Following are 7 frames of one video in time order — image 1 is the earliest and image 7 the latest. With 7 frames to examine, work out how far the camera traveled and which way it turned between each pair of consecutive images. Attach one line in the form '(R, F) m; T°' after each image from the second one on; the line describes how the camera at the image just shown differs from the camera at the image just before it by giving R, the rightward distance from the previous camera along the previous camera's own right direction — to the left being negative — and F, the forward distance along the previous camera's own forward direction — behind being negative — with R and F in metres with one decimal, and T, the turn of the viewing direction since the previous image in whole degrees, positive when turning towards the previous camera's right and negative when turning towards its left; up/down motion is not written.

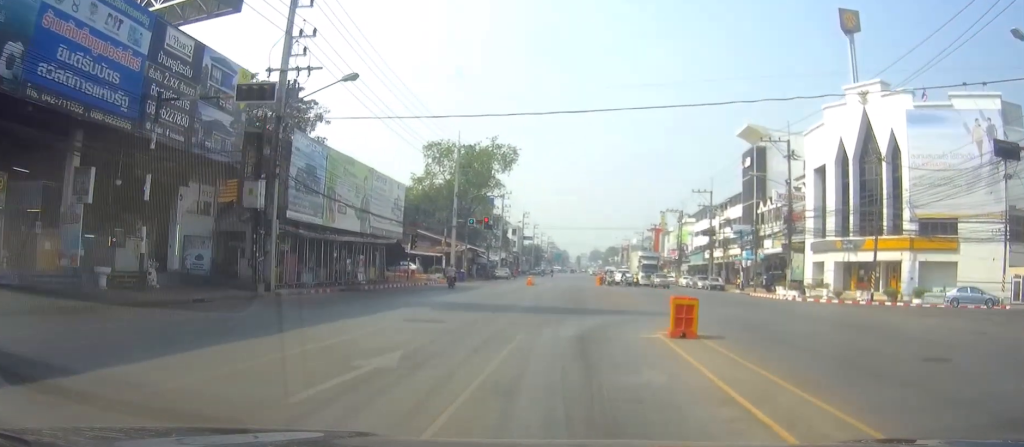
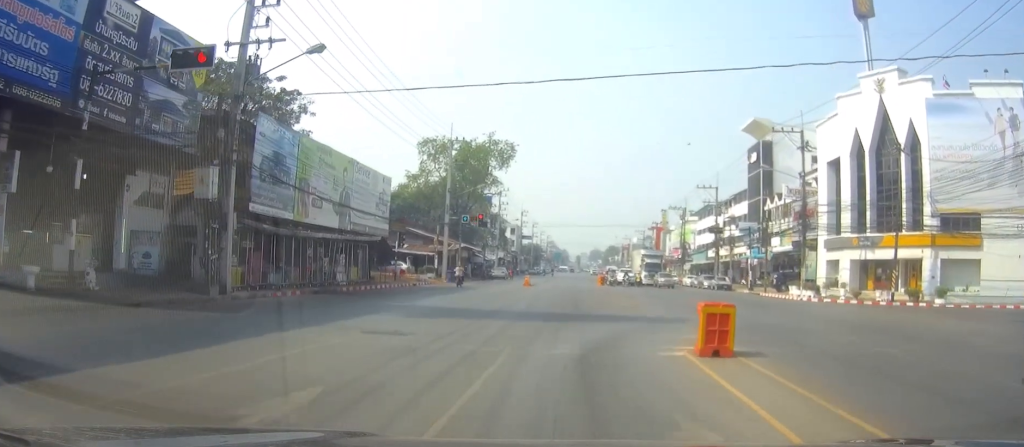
(0.0, +4.3) m; -1°
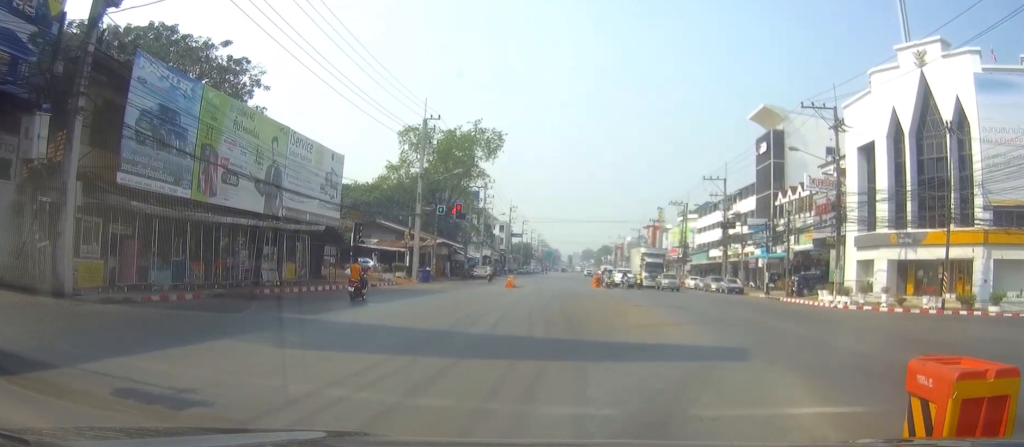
(-0.3, +10.0) m; 0°
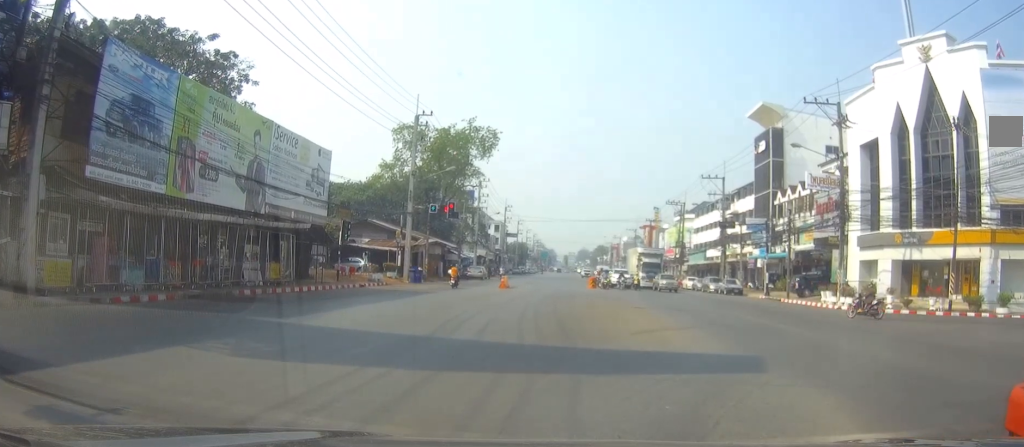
(0.0, +2.1) m; 0°
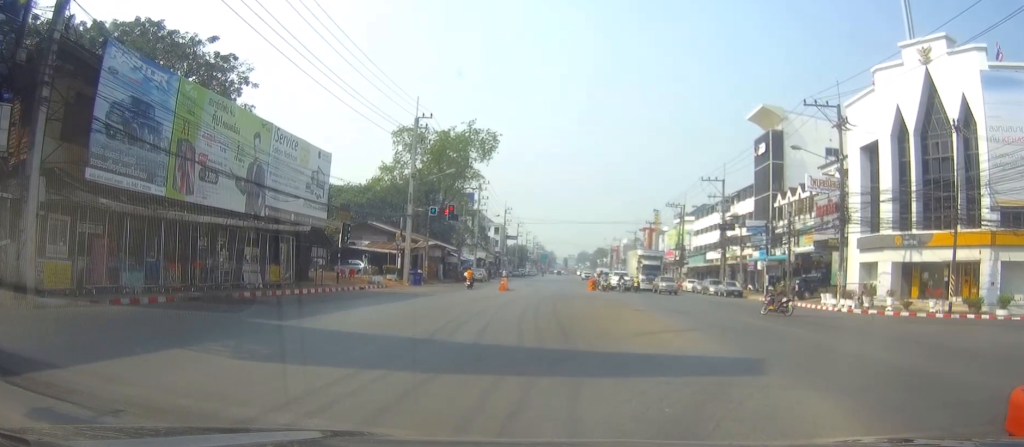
(0.0, +0.4) m; 0°
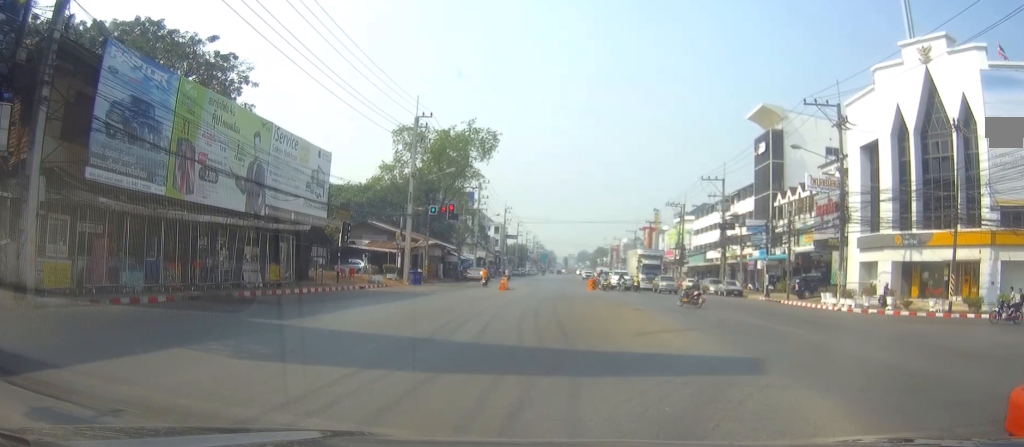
(0.0, +0.4) m; 0°
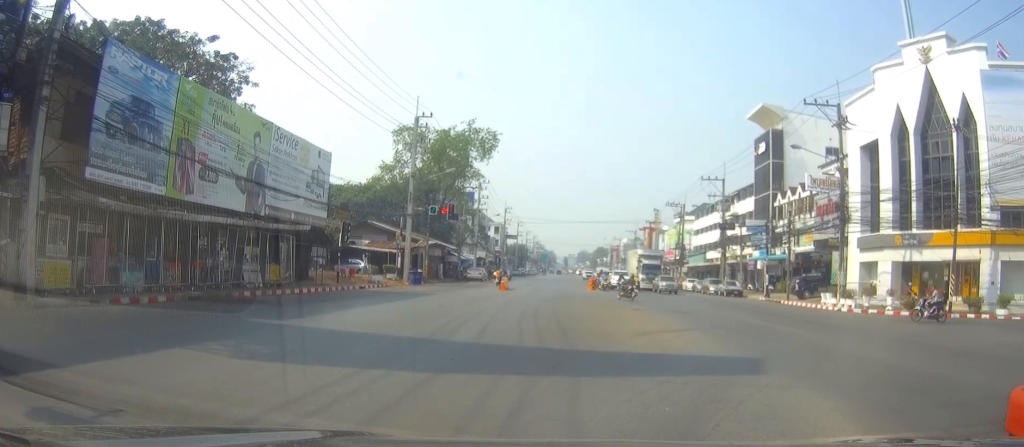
(0.0, +0.4) m; 0°
